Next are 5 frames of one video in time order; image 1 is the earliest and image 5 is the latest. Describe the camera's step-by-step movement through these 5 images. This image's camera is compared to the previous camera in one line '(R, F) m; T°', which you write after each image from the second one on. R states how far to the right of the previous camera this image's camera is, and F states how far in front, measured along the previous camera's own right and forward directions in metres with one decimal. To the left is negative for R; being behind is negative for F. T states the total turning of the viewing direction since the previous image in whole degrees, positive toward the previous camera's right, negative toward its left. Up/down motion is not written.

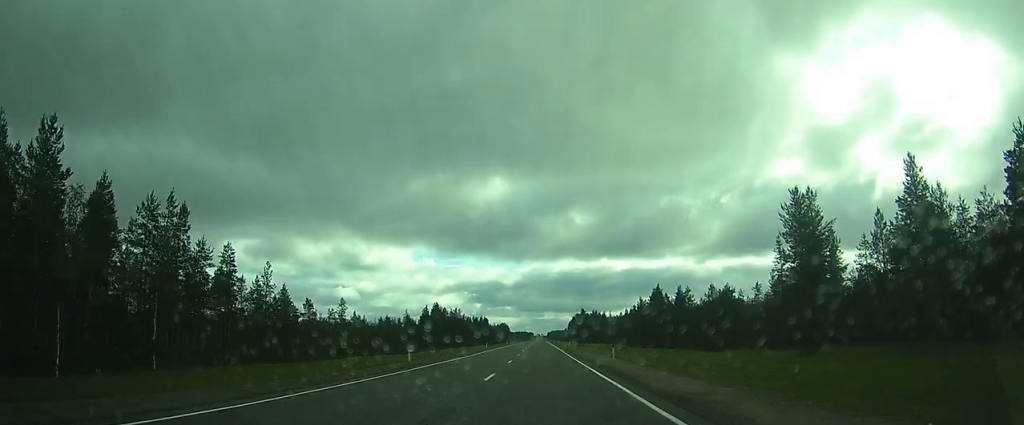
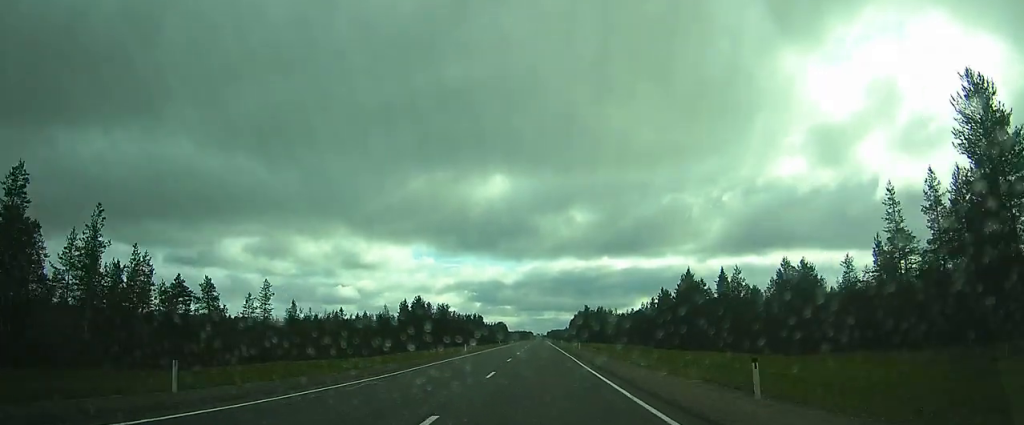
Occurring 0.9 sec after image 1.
(0.0, +23.0) m; 0°
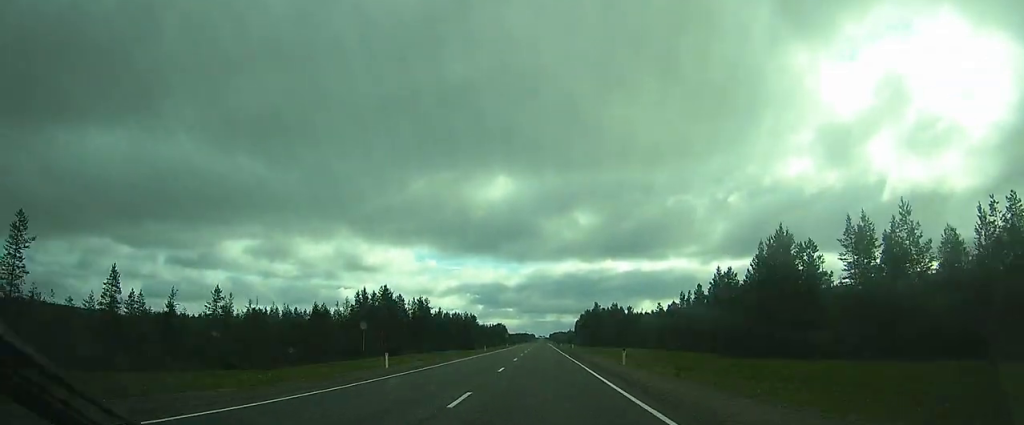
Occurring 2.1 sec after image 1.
(-0.3, +31.8) m; -1°
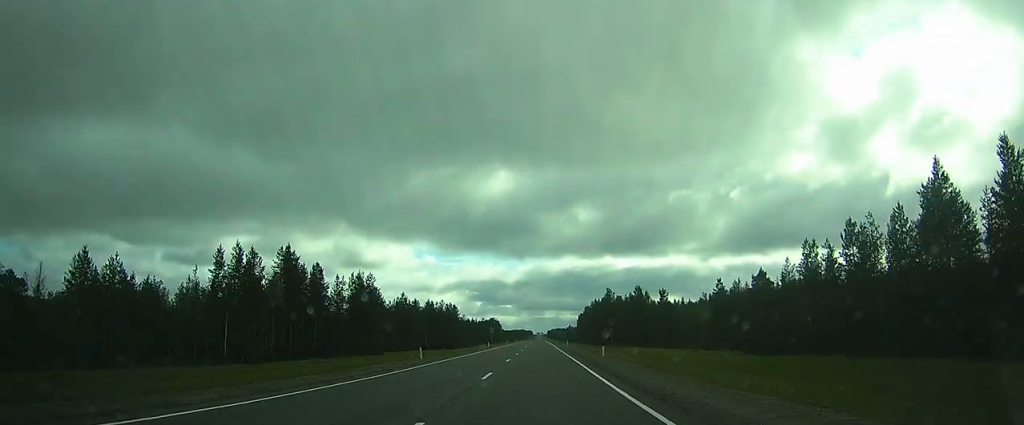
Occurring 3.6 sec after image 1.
(0.0, +42.0) m; 0°
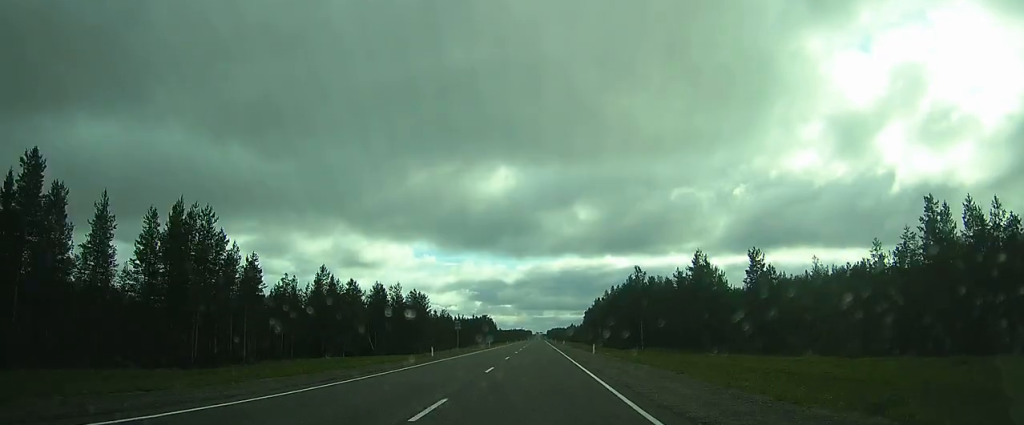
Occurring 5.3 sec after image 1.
(0.0, +45.9) m; 0°
